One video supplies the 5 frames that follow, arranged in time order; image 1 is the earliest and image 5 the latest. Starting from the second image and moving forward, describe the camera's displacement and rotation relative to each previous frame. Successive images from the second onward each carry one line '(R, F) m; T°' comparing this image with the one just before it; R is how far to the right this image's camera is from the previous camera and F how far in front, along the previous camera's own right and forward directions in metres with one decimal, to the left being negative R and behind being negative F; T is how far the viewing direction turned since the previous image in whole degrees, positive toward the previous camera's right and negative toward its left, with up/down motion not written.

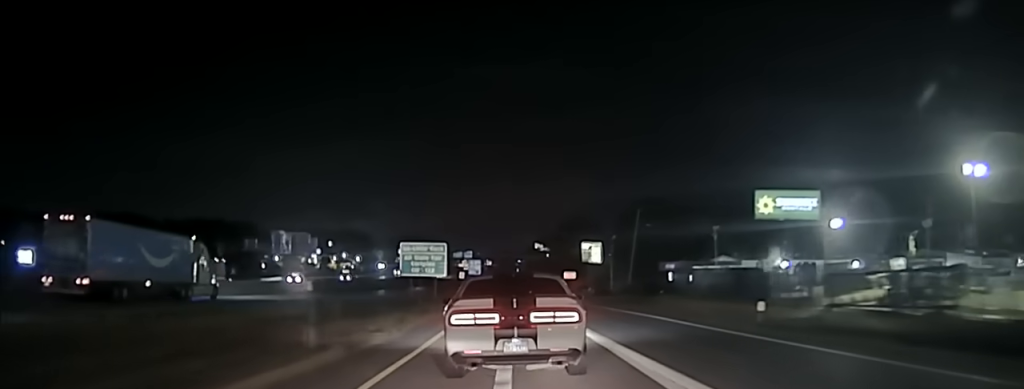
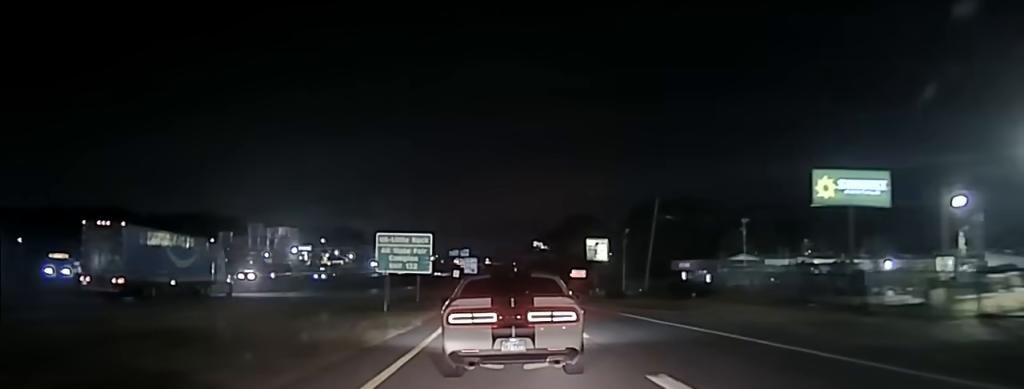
(-0.1, +12.9) m; -1°
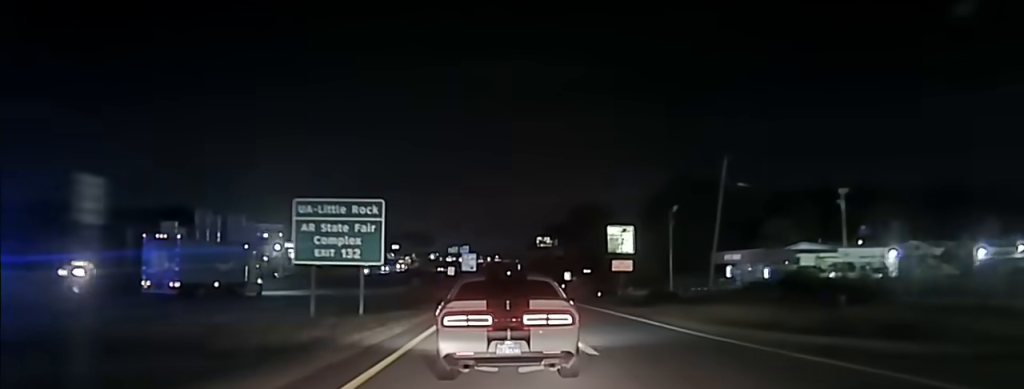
(-0.2, +30.0) m; 0°
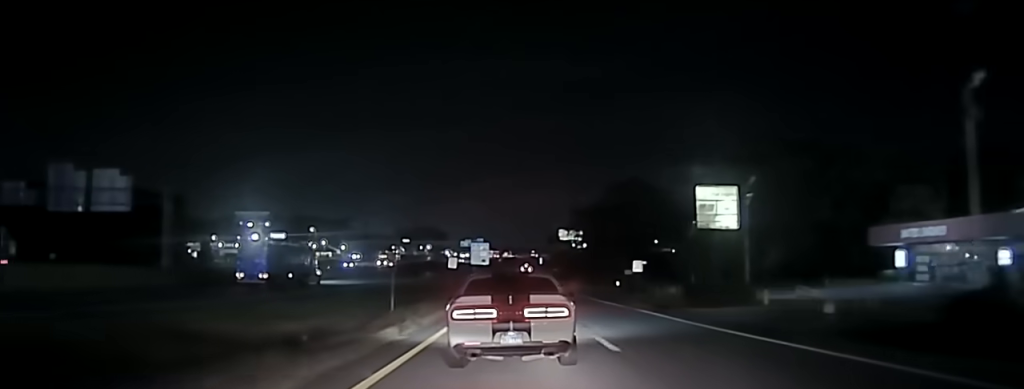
(+0.3, +53.6) m; 0°
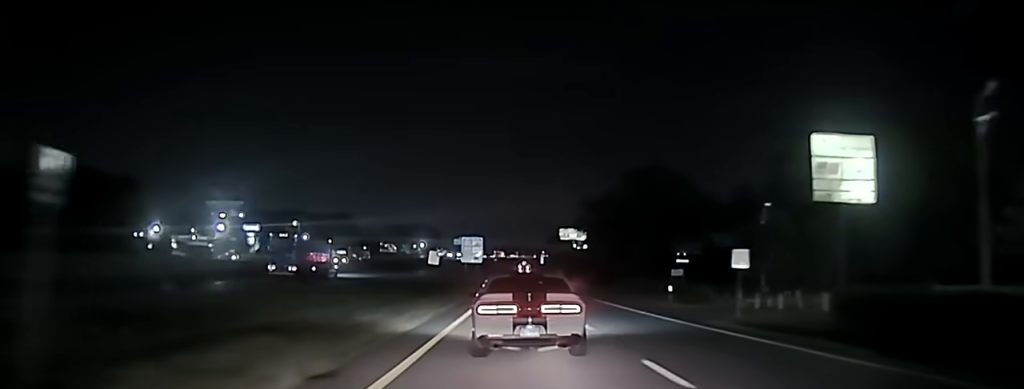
(+0.1, +29.6) m; 0°
